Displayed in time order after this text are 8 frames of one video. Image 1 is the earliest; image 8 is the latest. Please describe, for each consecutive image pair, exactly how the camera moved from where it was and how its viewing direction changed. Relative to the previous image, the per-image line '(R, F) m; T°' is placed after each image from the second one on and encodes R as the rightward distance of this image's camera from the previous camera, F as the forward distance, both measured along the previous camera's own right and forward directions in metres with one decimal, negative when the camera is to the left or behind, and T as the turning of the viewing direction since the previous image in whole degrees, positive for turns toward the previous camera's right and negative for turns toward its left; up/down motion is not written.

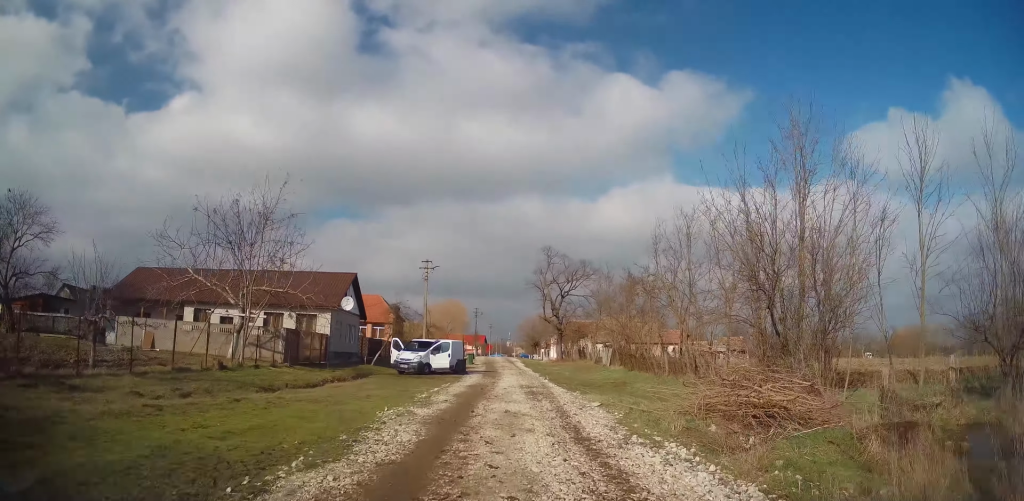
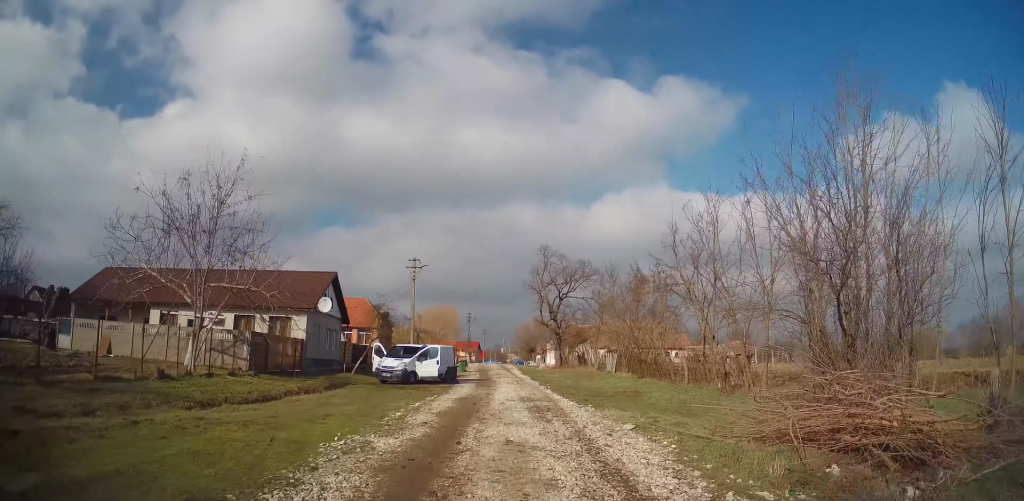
(+0.2, +3.0) m; -1°
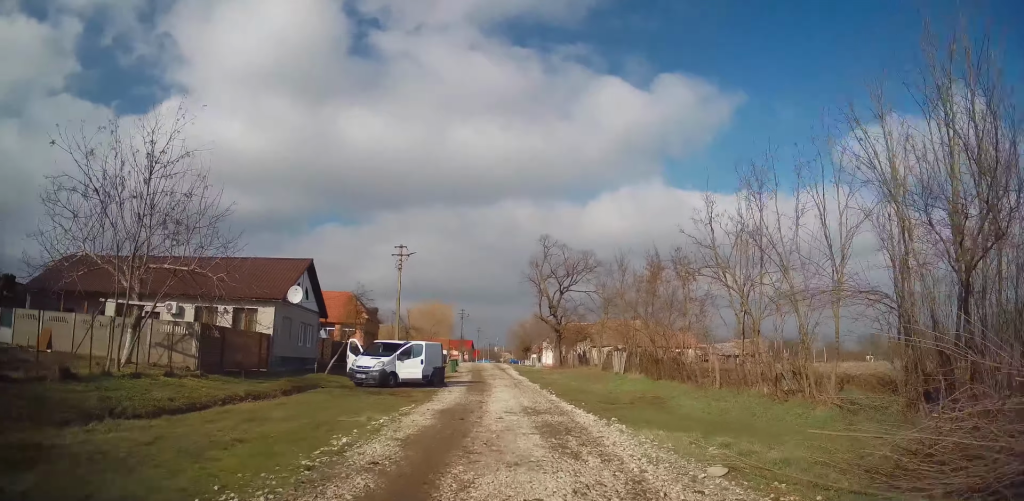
(-0.3, +3.4) m; -4°
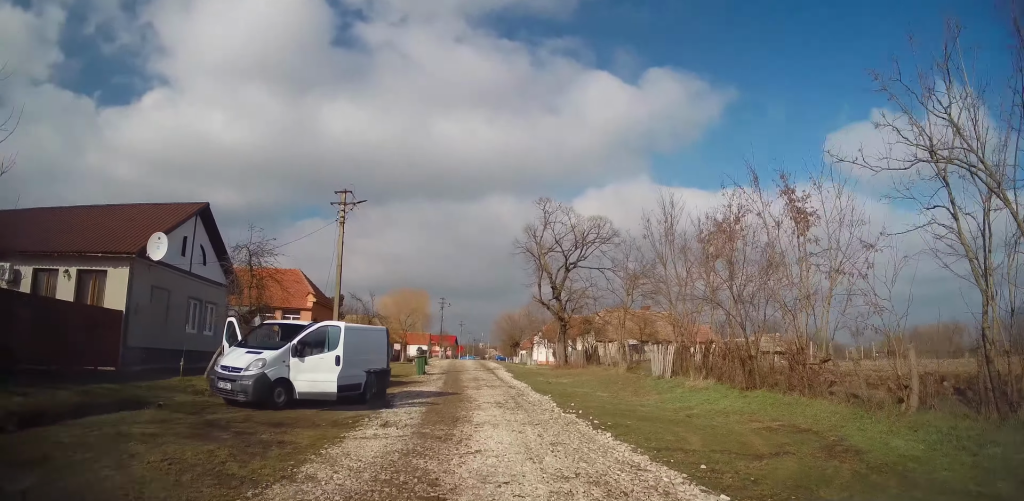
(+0.8, +9.6) m; +5°
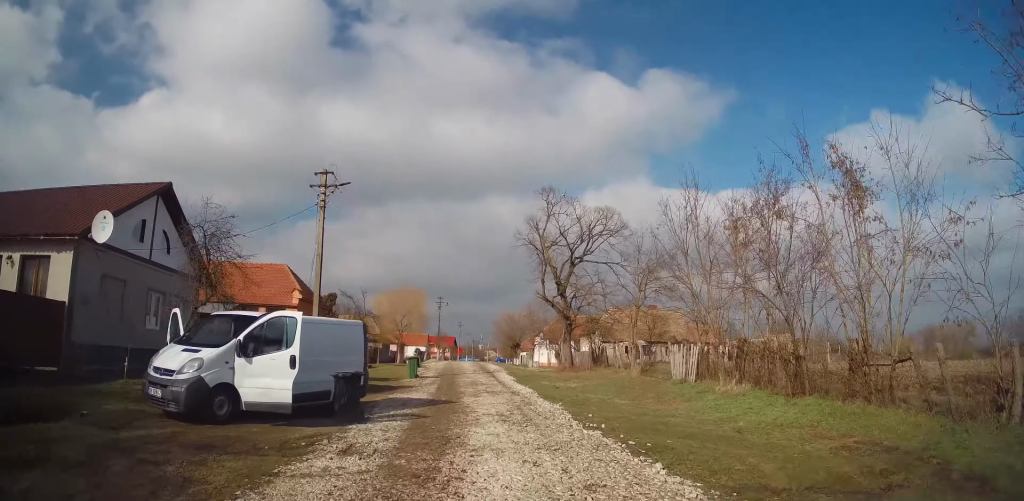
(-0.2, +2.4) m; 0°
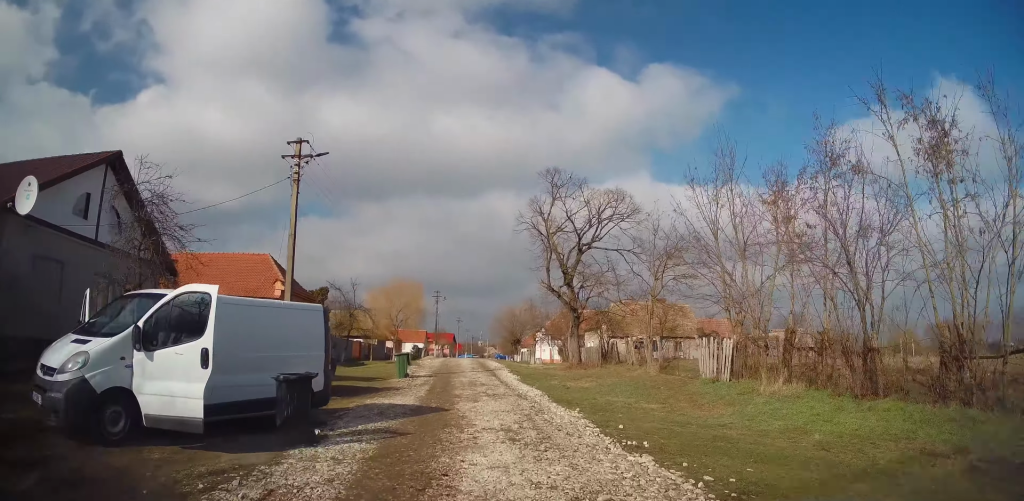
(-0.1, +2.6) m; 0°
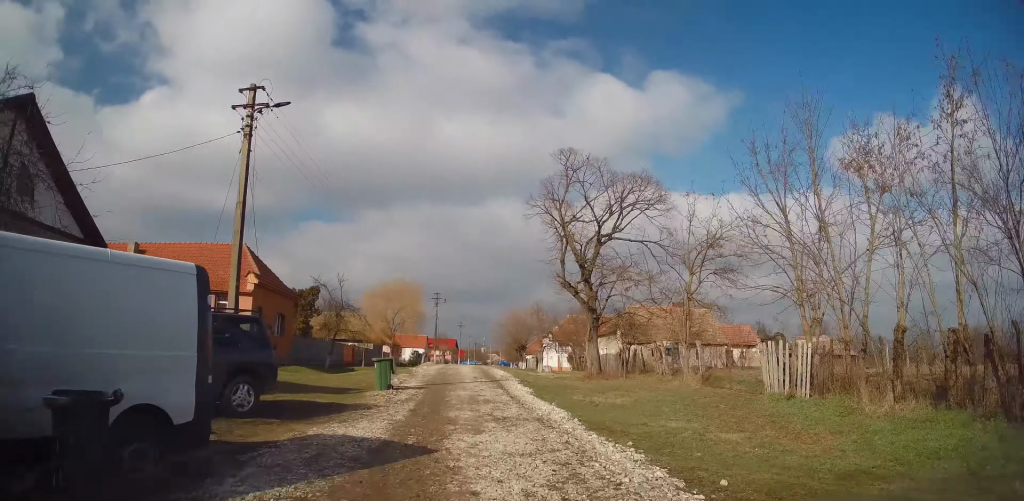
(+0.3, +3.9) m; 0°
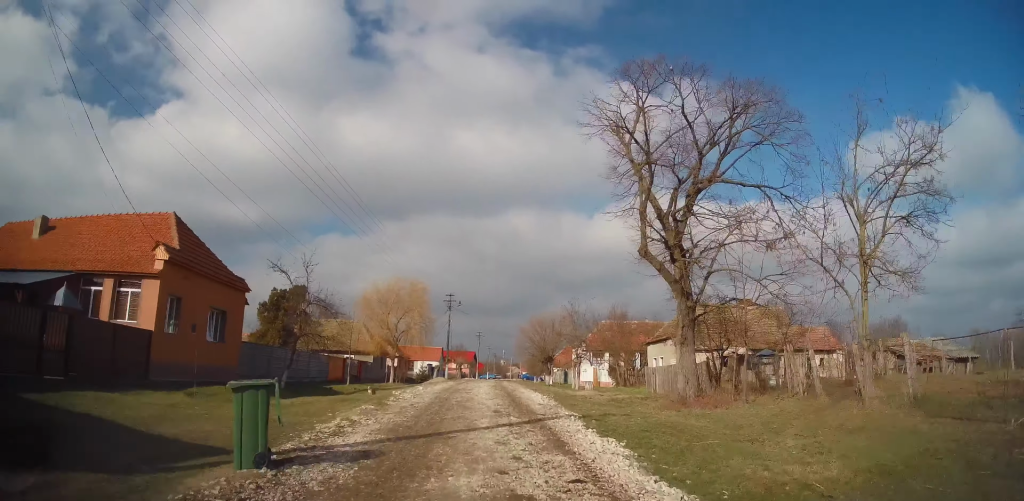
(-0.6, +9.4) m; -3°
